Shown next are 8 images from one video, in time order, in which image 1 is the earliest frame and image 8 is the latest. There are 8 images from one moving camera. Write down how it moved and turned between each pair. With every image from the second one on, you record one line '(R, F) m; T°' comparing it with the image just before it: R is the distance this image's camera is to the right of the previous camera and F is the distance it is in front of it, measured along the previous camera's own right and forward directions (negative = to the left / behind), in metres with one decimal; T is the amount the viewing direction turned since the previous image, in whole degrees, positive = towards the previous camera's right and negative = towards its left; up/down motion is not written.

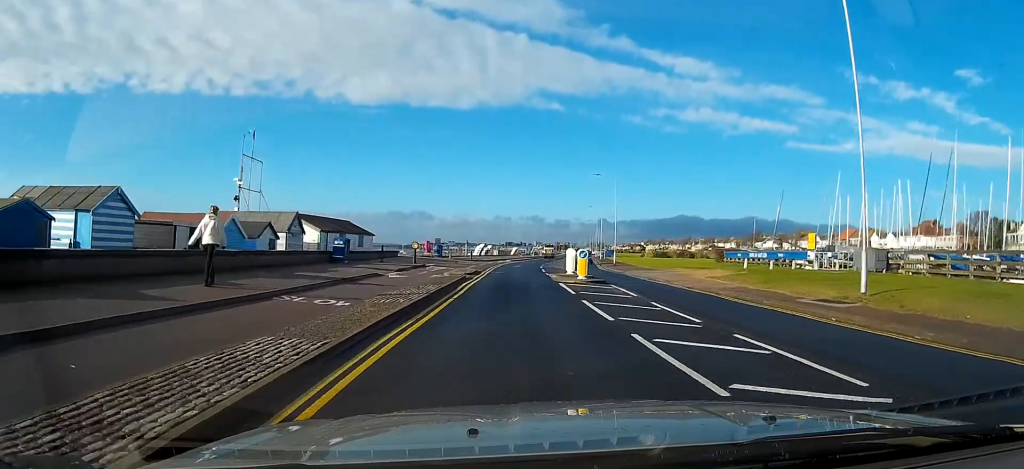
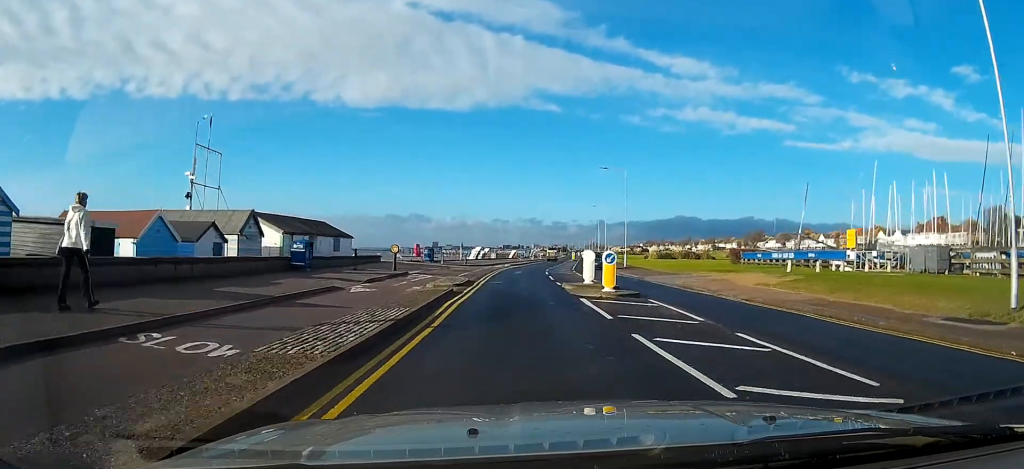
(0.0, +5.7) m; 0°
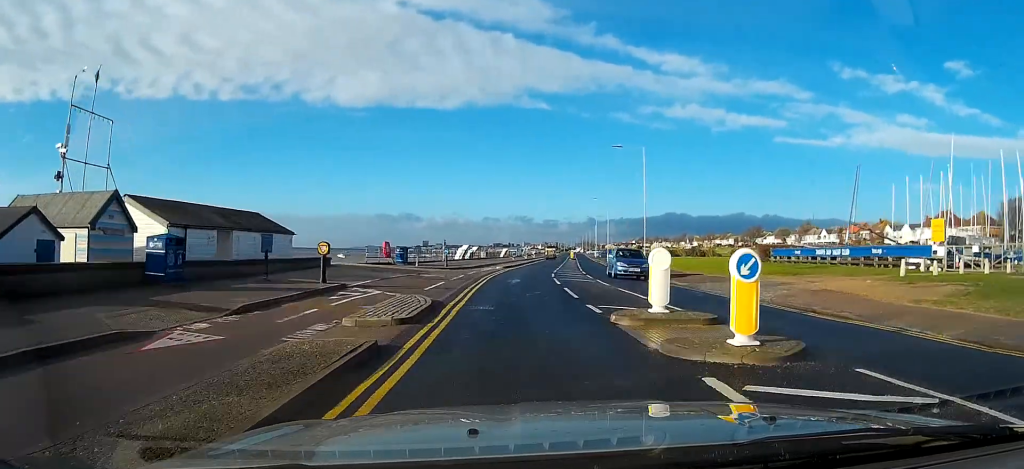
(0.0, +9.8) m; +1°
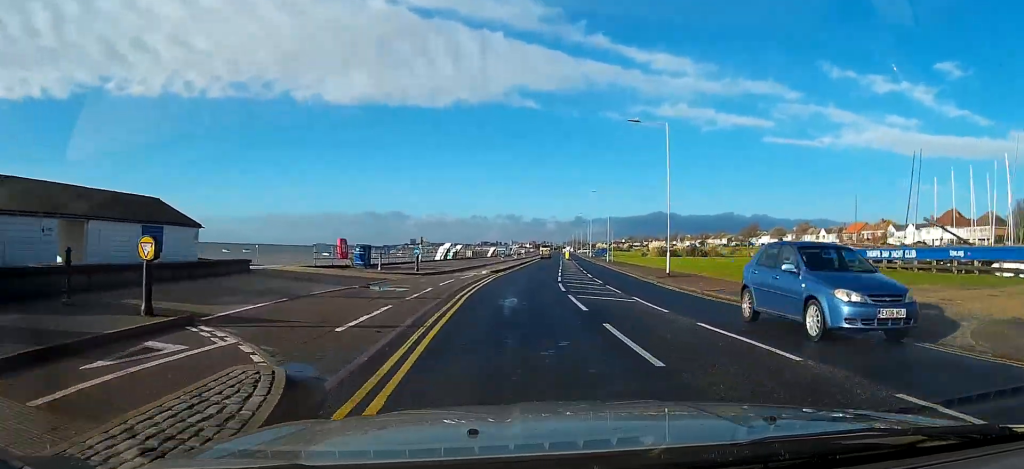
(-0.1, +8.6) m; +2°
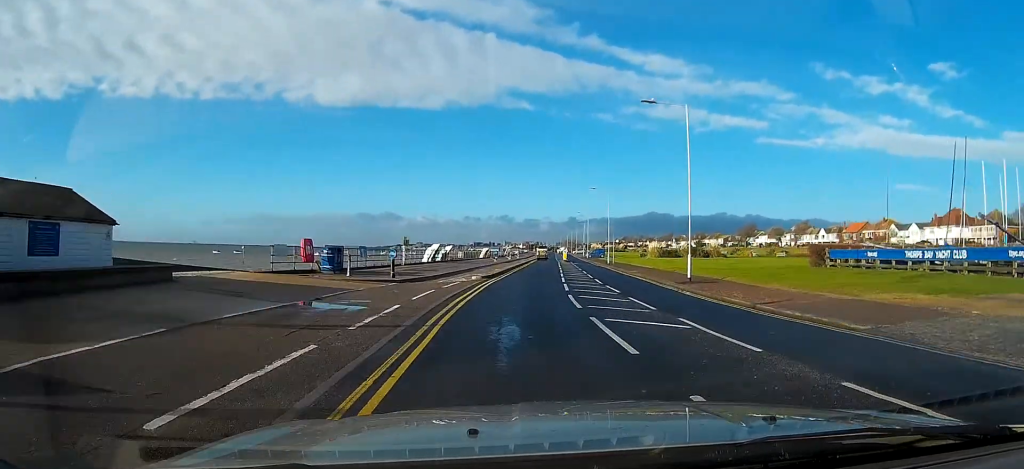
(+0.2, +4.9) m; +2°
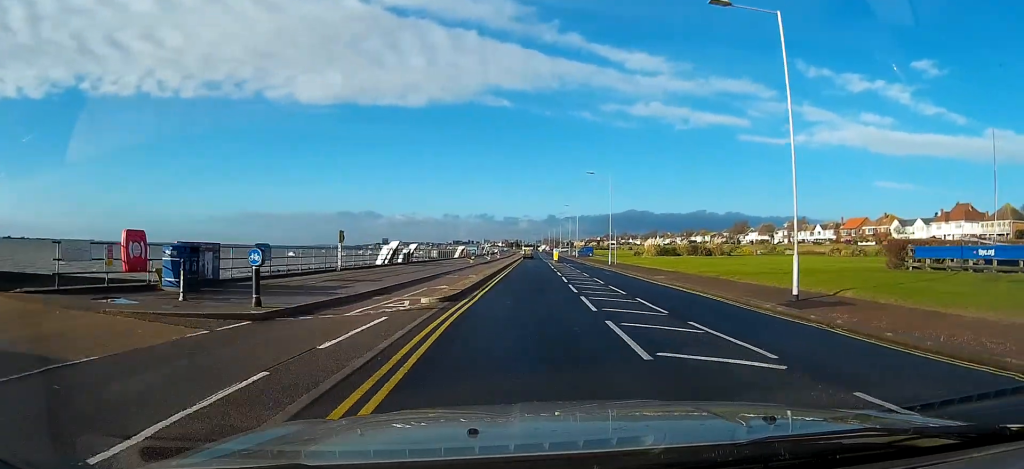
(+0.5, +12.3) m; +2°
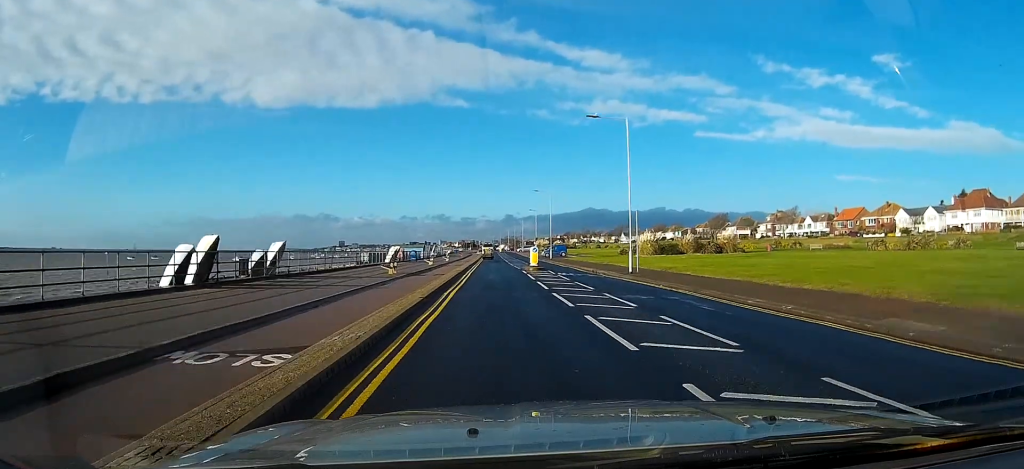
(+0.1, +23.3) m; +1°
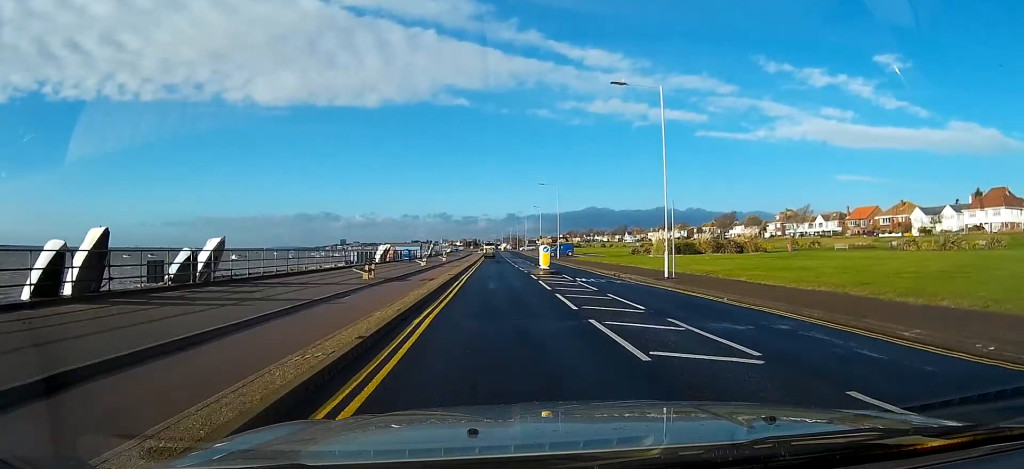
(+0.2, +6.5) m; +1°
